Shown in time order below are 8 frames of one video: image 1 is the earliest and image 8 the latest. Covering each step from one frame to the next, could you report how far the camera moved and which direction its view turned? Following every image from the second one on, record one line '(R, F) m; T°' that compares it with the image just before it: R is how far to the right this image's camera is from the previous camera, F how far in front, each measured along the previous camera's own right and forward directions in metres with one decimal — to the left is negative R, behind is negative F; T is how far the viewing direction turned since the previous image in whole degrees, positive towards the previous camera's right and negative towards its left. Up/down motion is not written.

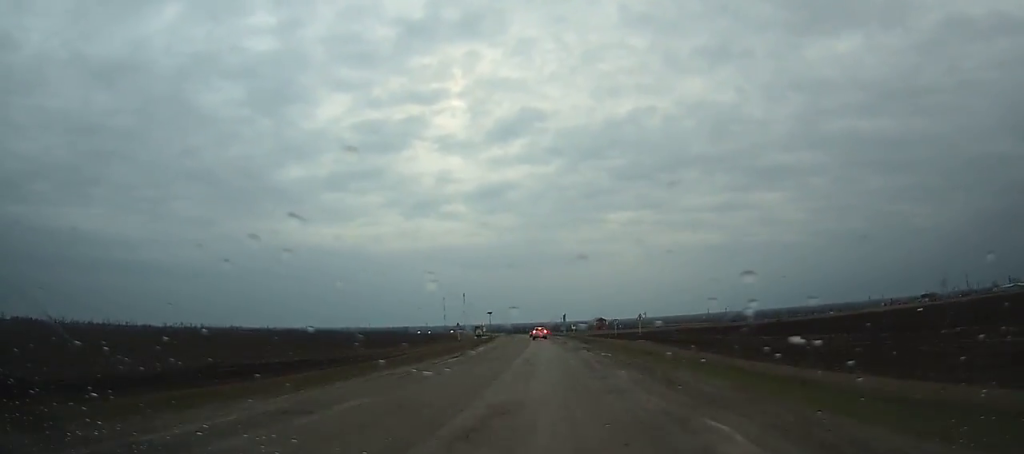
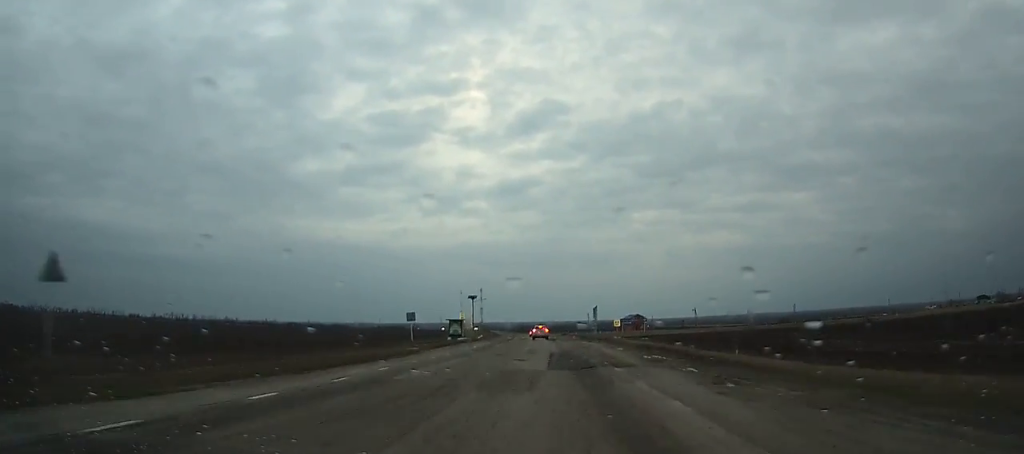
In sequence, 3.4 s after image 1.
(-1.7, +66.4) m; -3°
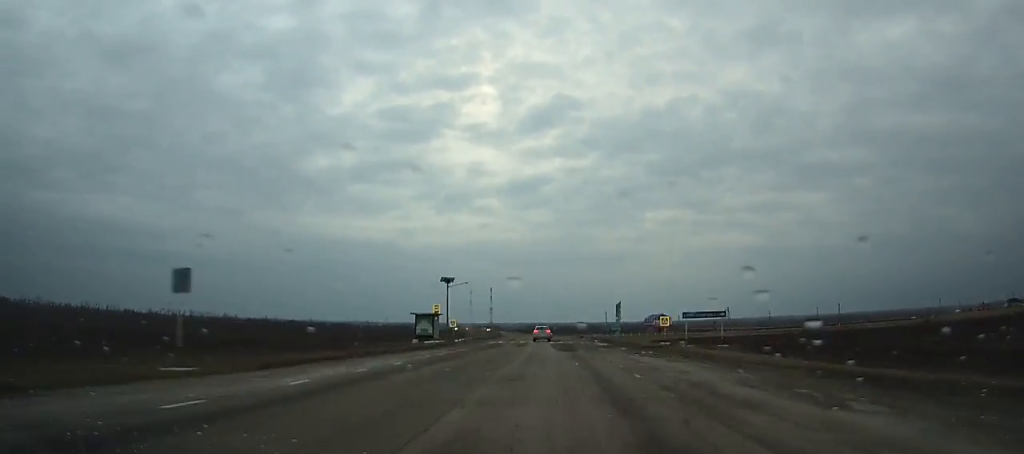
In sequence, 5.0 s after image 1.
(-0.2, +30.5) m; -1°
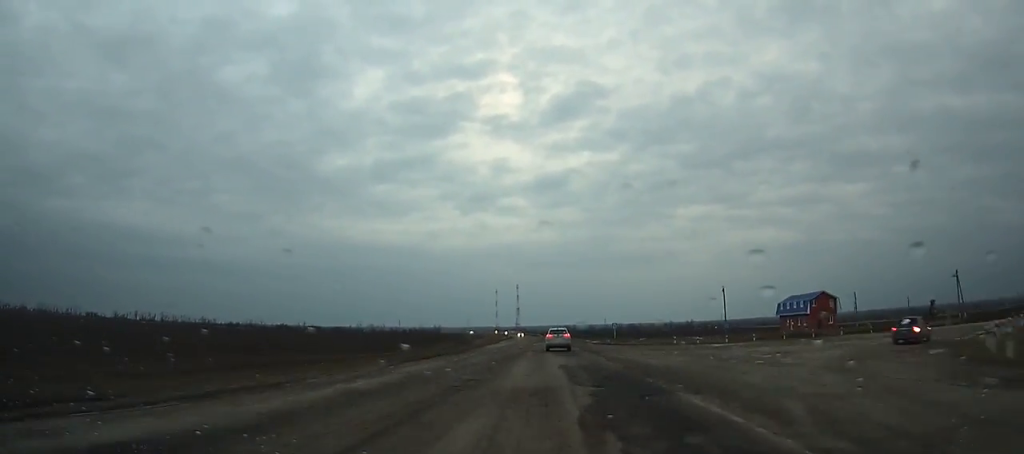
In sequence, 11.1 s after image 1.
(-2.5, +112.0) m; -2°
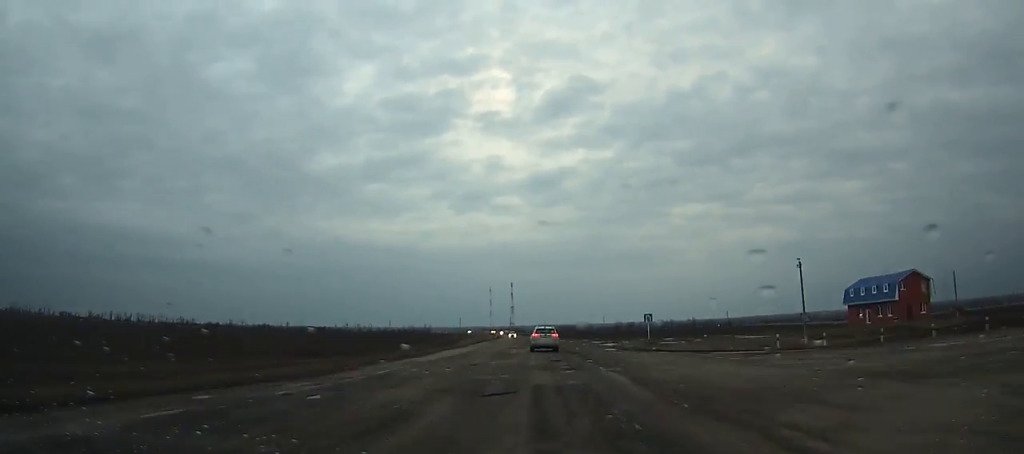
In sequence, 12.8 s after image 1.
(0.0, +30.2) m; -1°
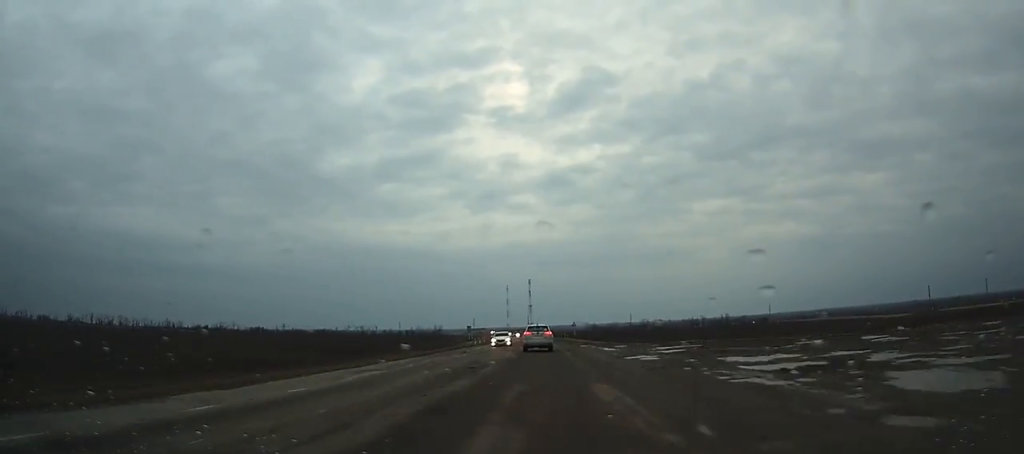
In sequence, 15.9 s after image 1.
(-0.9, +54.3) m; -2°
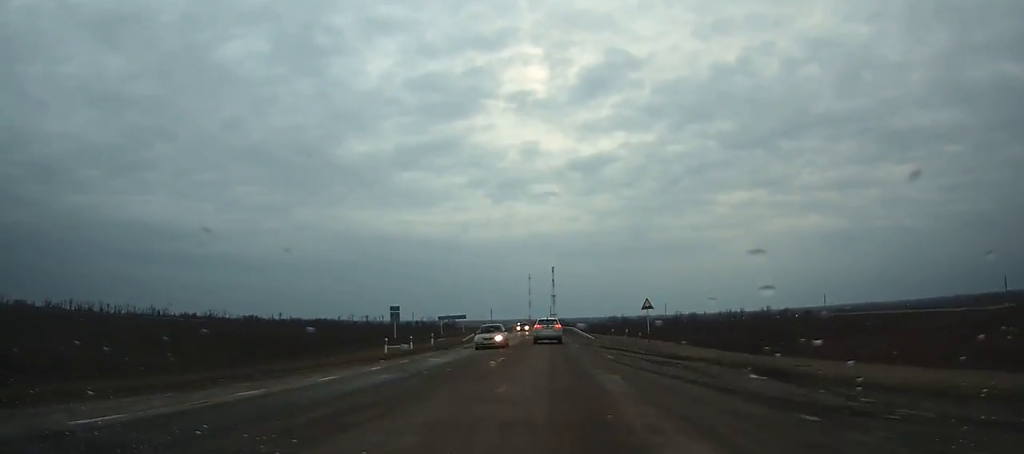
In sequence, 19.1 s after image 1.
(-1.2, +56.1) m; -2°
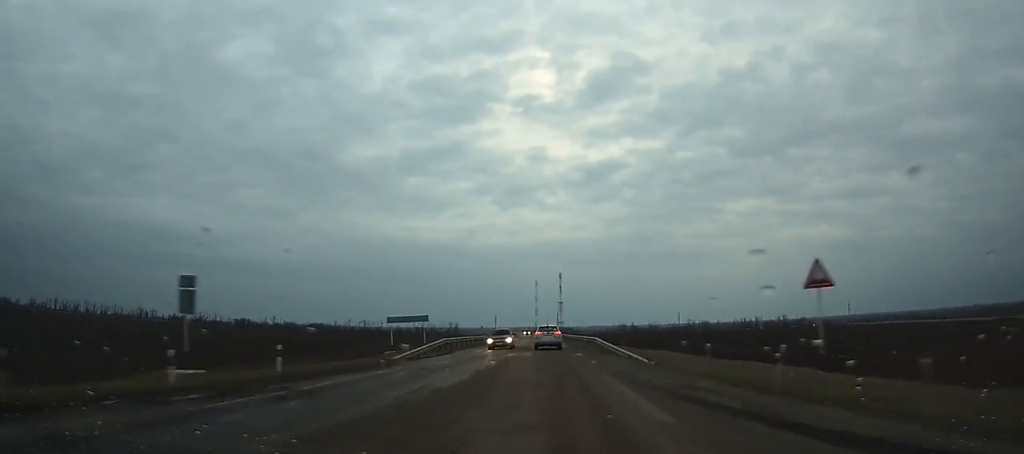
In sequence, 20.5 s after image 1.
(-0.2, +25.0) m; -1°
